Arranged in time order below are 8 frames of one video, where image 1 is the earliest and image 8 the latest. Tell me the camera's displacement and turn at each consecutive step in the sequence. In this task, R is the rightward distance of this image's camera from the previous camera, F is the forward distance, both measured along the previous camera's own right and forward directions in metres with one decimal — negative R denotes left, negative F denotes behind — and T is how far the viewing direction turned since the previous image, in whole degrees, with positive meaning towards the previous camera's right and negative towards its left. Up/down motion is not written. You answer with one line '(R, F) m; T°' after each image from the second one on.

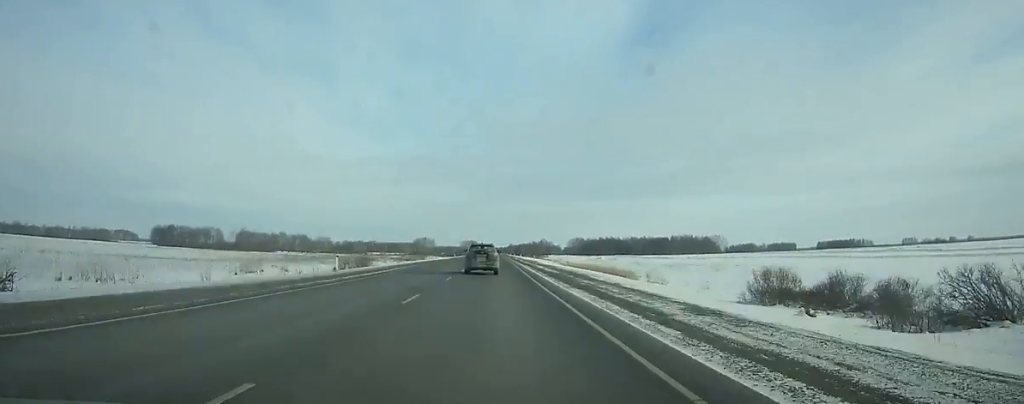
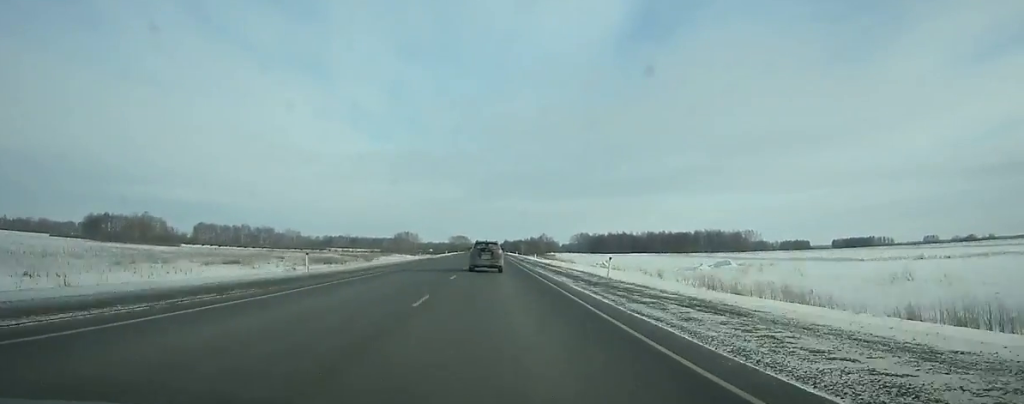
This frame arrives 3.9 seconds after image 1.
(+0.1, +109.0) m; 0°
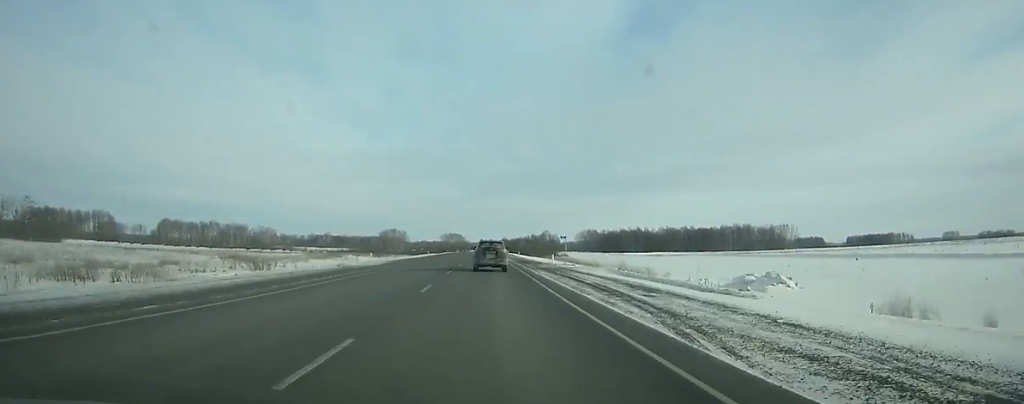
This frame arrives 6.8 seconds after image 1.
(+0.2, +80.3) m; 0°
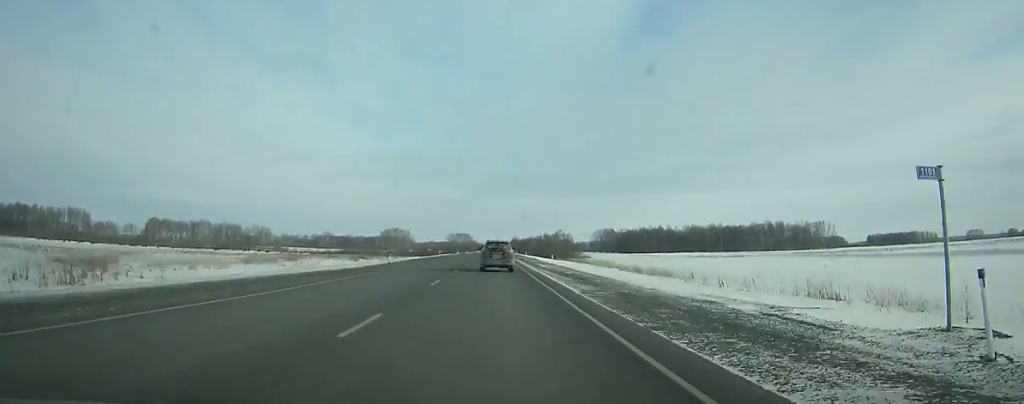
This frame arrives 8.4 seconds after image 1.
(-0.1, +44.1) m; 0°
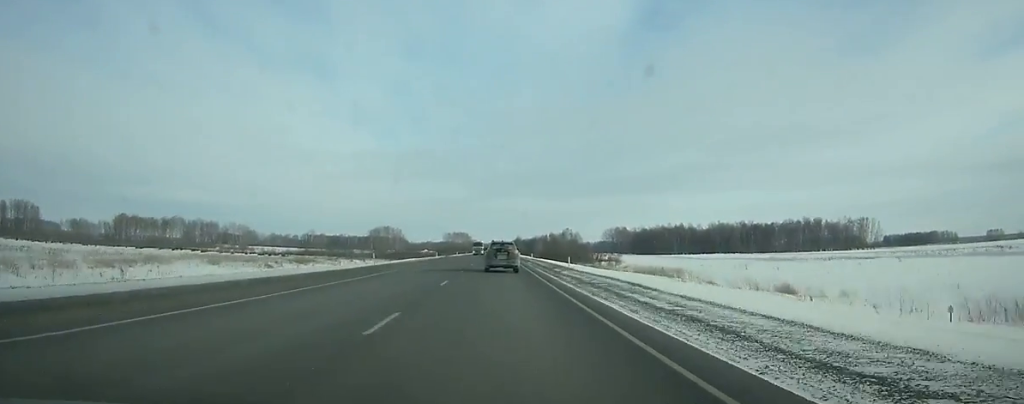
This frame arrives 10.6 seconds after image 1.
(0.0, +60.4) m; 0°
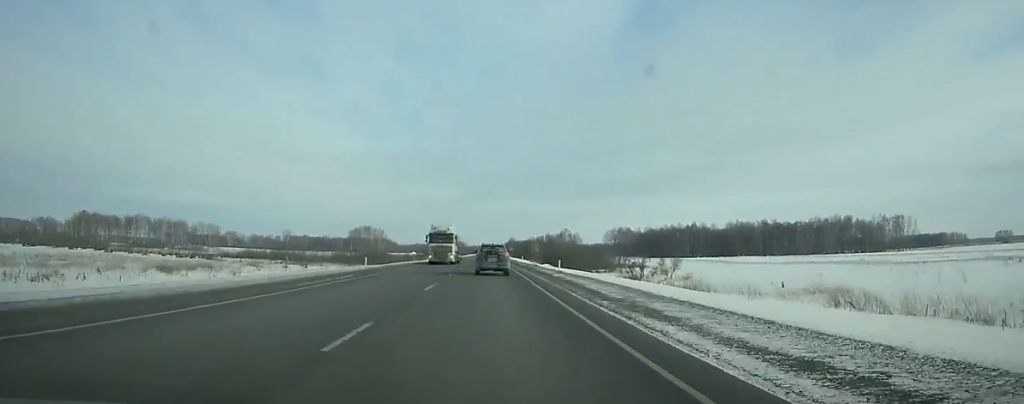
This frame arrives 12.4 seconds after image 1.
(+0.1, +49.3) m; 0°
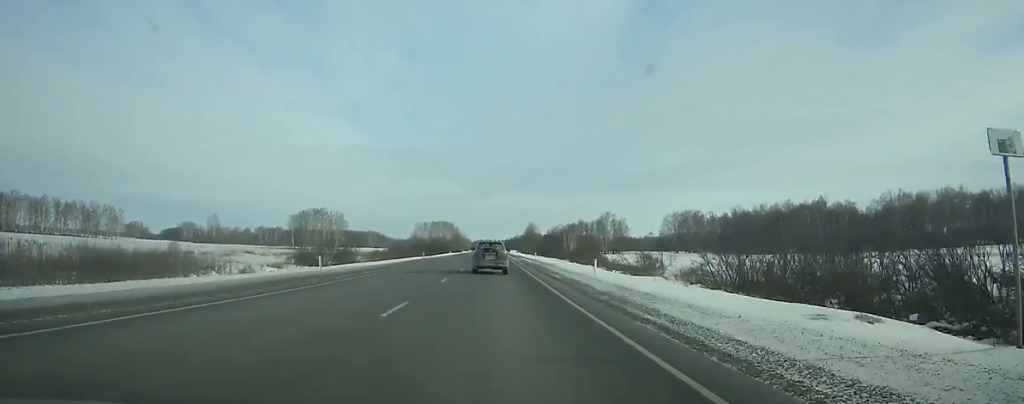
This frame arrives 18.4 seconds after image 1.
(-0.3, +162.6) m; 0°
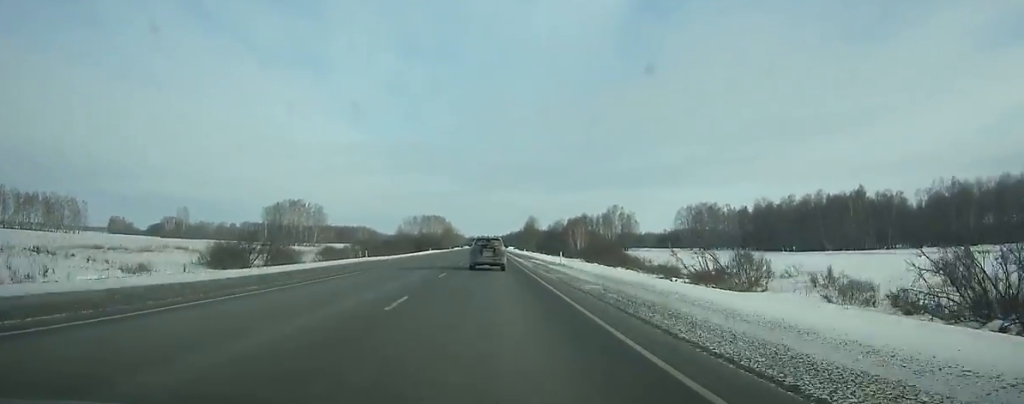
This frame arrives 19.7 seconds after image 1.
(0.0, +34.6) m; 0°
